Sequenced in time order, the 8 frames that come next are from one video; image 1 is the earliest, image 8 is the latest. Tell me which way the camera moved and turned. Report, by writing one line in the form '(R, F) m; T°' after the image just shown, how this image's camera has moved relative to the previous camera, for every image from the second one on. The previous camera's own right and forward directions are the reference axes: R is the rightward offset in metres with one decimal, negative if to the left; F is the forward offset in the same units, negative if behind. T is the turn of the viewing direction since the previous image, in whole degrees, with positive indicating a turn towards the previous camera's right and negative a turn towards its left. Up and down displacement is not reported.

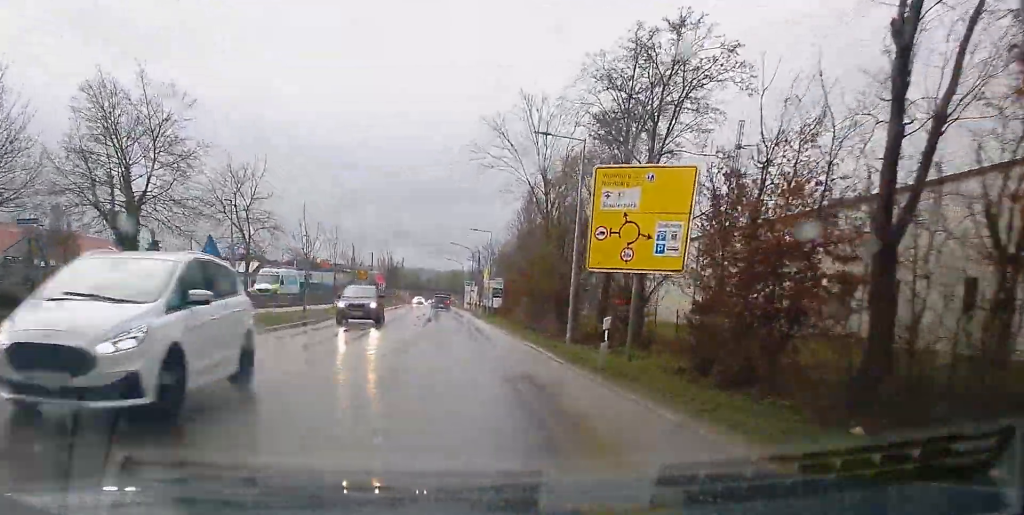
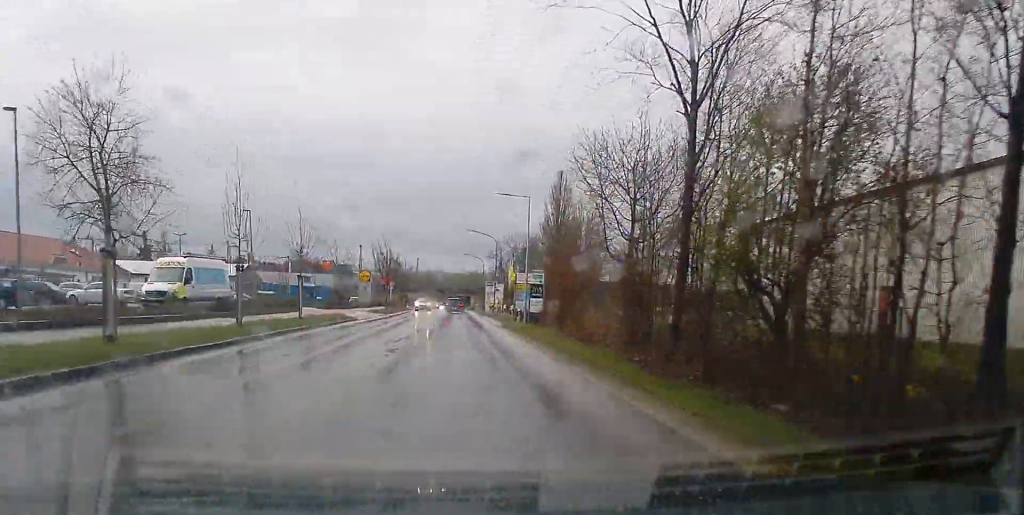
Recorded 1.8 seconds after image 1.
(-0.5, +24.9) m; -1°
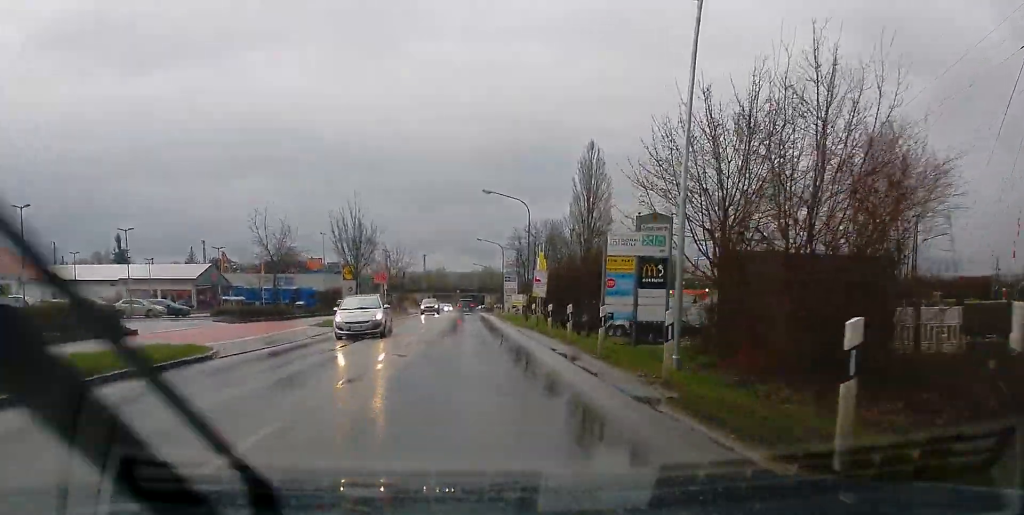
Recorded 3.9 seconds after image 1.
(-0.1, +30.7) m; 0°
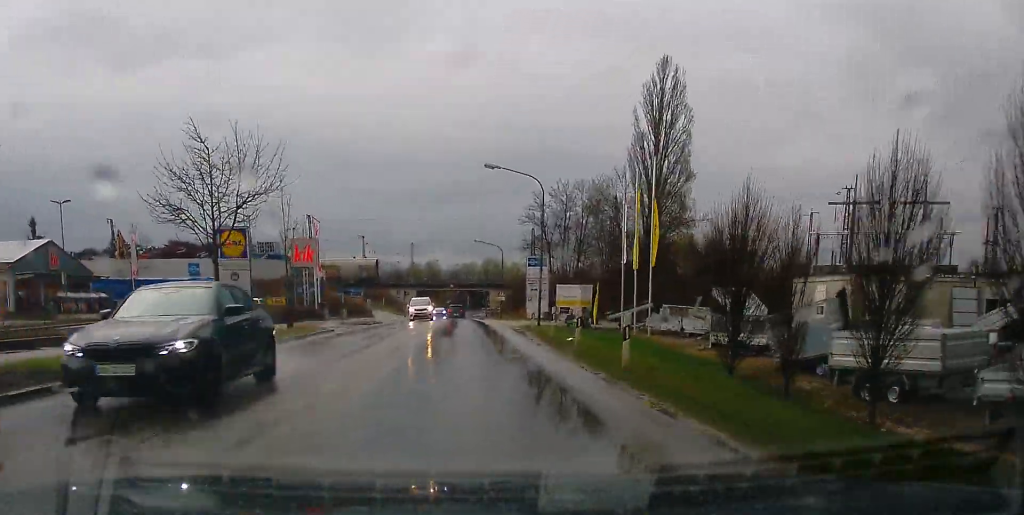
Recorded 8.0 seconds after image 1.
(0.0, +51.7) m; -1°
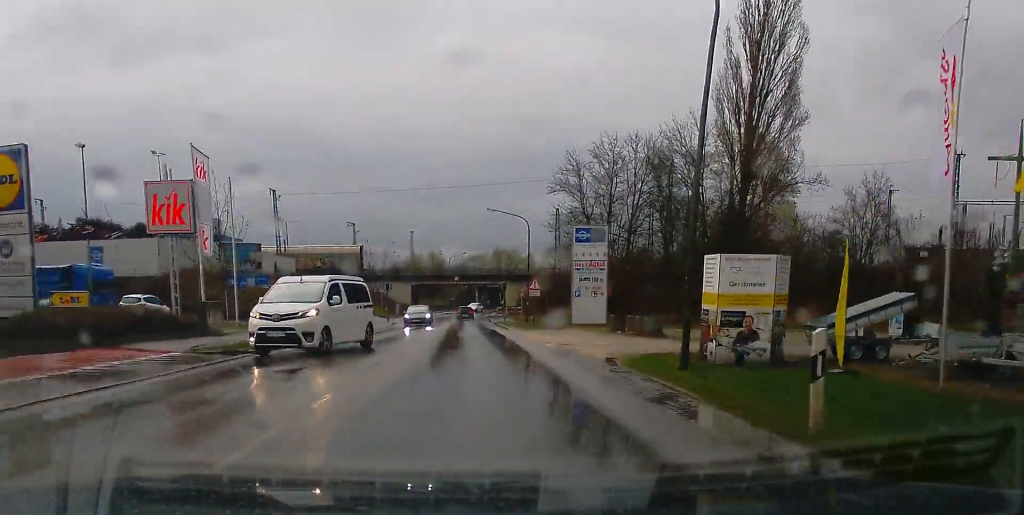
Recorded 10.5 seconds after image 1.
(-0.1, +29.0) m; 0°
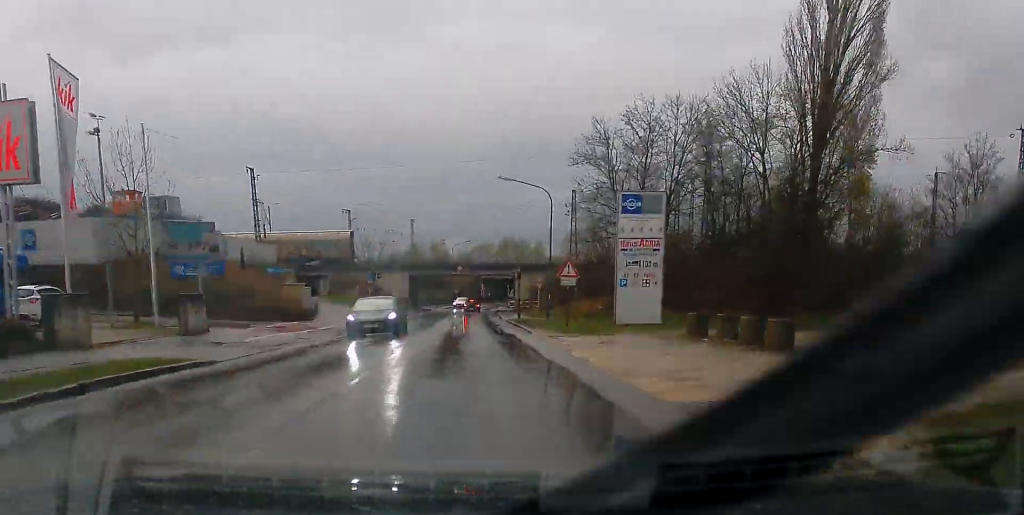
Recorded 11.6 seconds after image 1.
(-0.1, +12.5) m; 0°
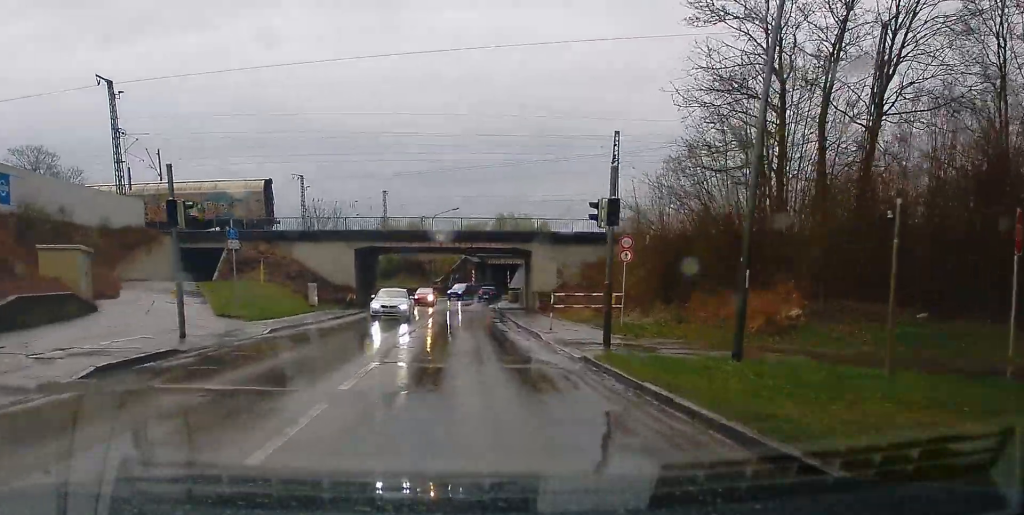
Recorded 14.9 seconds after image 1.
(+0.4, +34.0) m; 0°
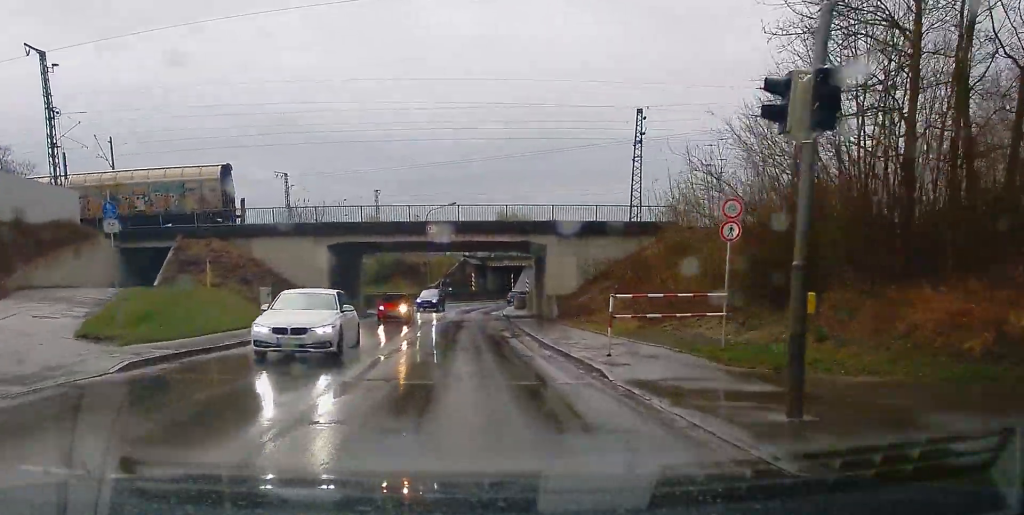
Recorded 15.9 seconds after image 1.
(-0.1, +9.6) m; 0°
